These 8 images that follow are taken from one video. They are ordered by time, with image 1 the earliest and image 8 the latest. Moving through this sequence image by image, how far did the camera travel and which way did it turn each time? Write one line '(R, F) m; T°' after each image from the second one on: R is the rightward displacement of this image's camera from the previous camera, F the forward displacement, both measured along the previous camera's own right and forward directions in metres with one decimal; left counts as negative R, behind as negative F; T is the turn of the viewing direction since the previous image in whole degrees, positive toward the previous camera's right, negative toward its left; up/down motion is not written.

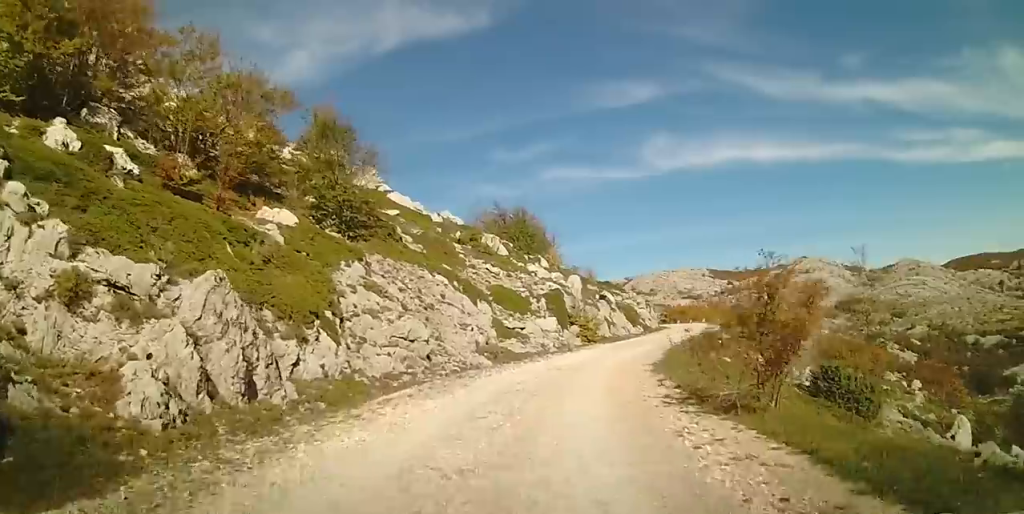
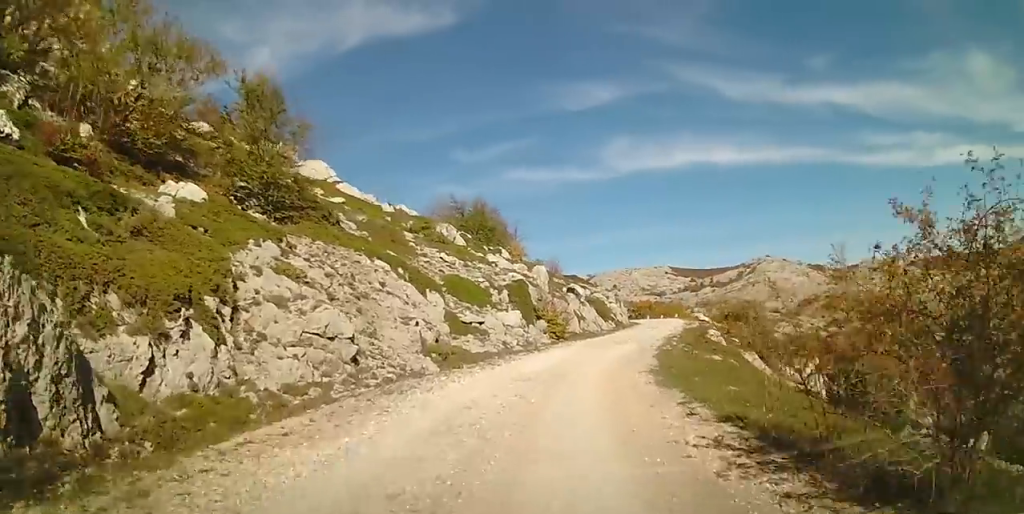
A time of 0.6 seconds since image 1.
(+0.2, +4.4) m; +5°
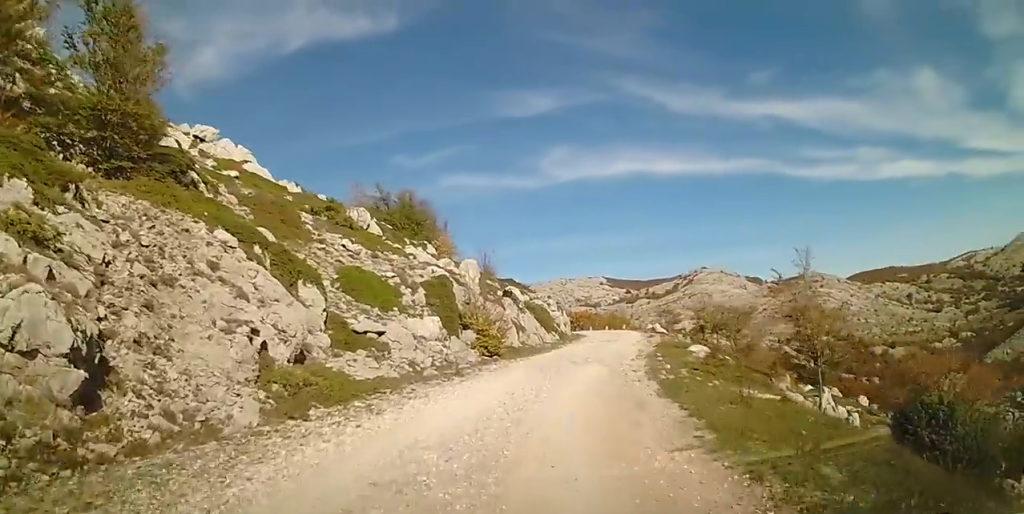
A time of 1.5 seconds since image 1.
(+0.5, +7.5) m; +7°
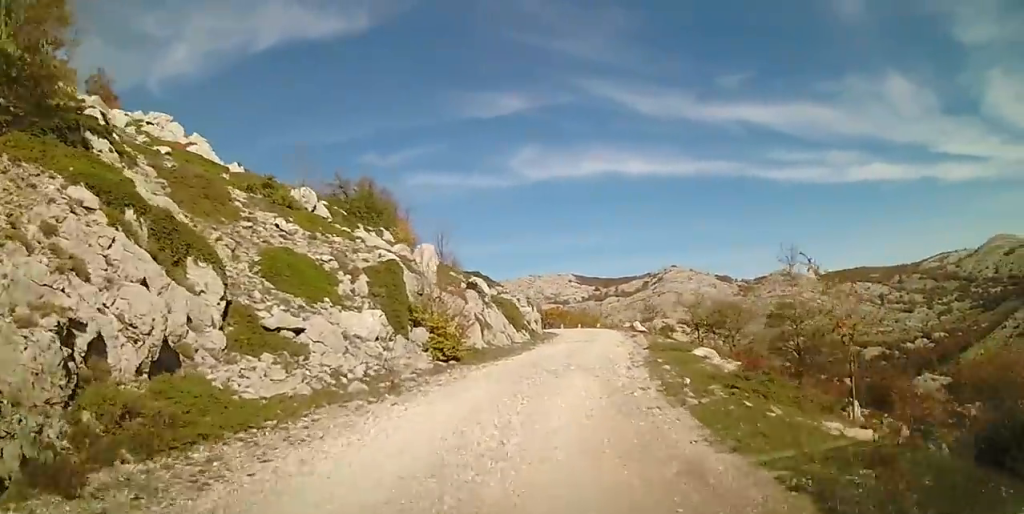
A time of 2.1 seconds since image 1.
(+0.2, +4.2) m; +3°
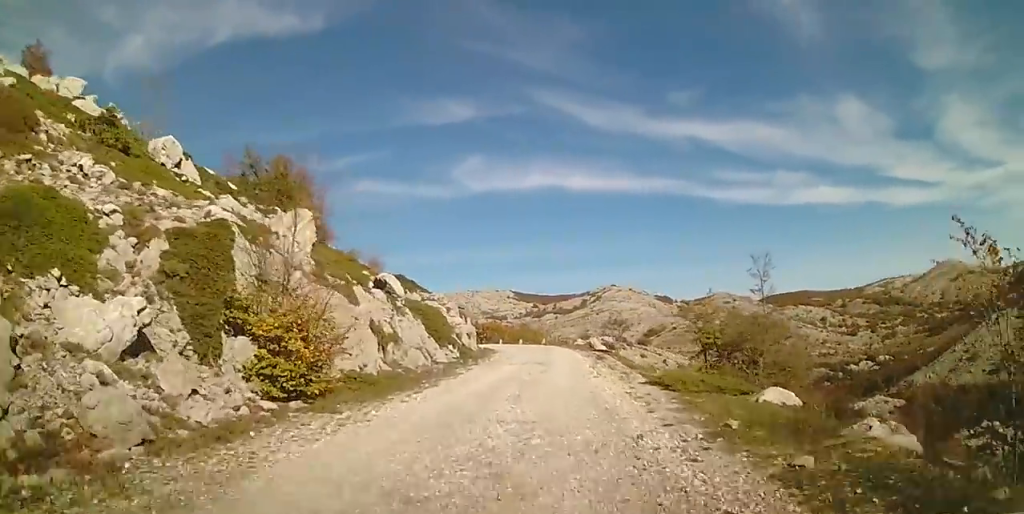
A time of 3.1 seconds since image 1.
(+0.1, +8.4) m; +3°
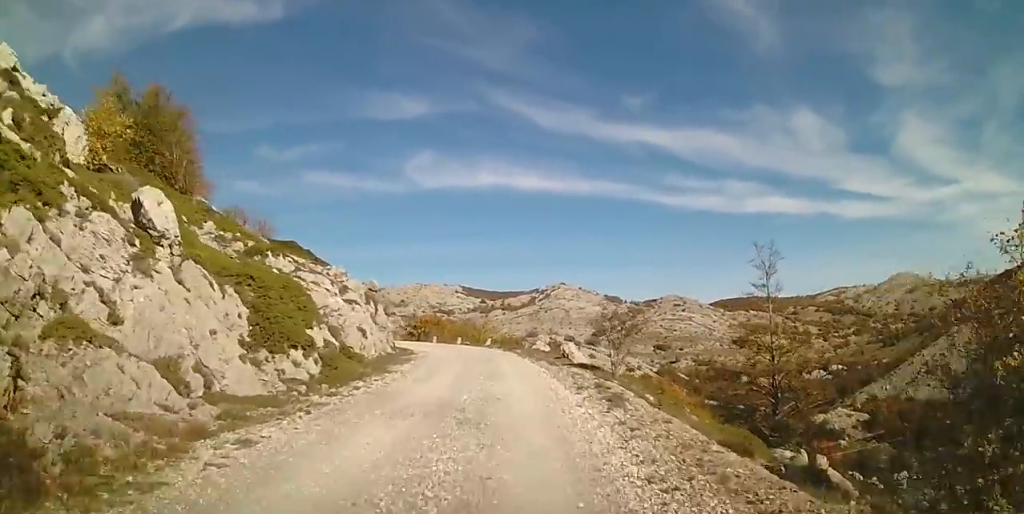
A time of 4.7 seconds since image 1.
(+0.6, +12.5) m; +3°
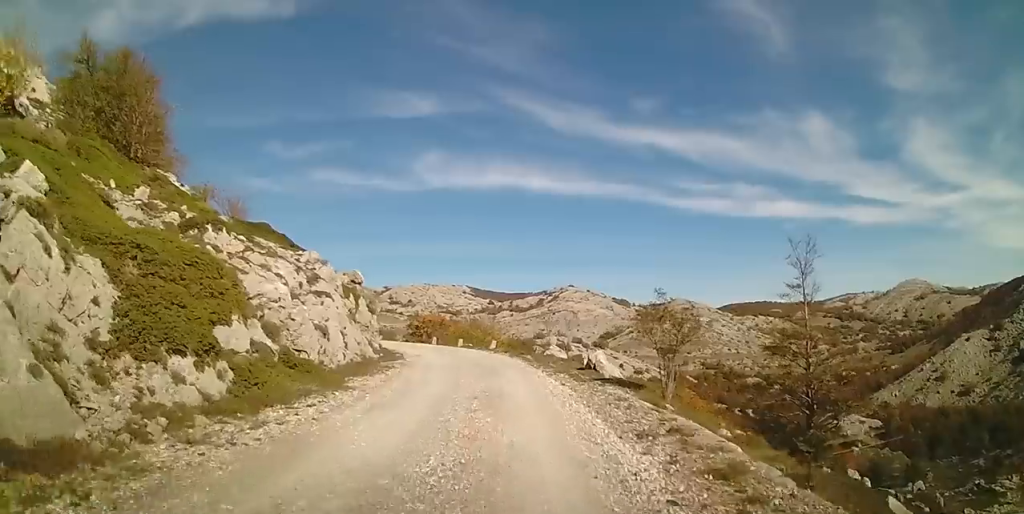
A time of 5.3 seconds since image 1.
(0.0, +4.6) m; 0°
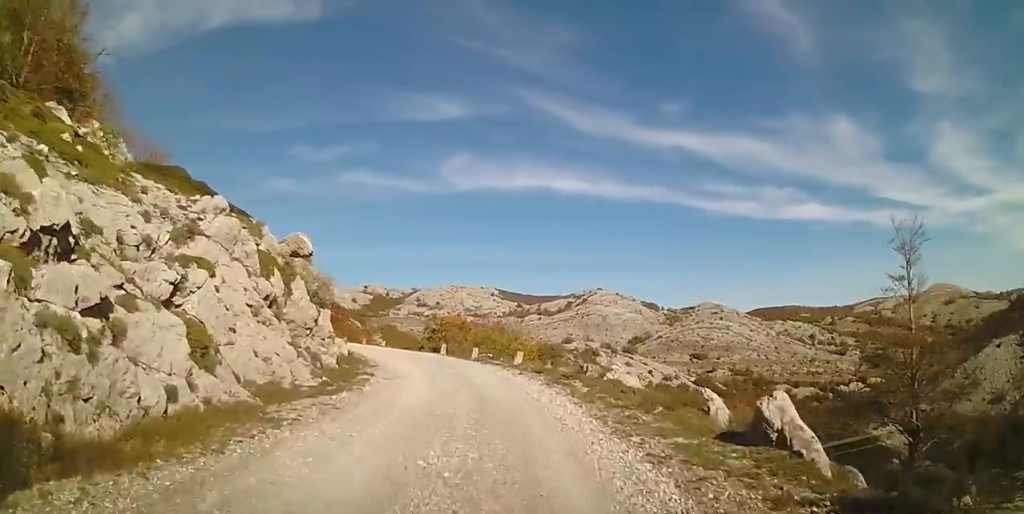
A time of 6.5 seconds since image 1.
(0.0, +9.3) m; -4°
